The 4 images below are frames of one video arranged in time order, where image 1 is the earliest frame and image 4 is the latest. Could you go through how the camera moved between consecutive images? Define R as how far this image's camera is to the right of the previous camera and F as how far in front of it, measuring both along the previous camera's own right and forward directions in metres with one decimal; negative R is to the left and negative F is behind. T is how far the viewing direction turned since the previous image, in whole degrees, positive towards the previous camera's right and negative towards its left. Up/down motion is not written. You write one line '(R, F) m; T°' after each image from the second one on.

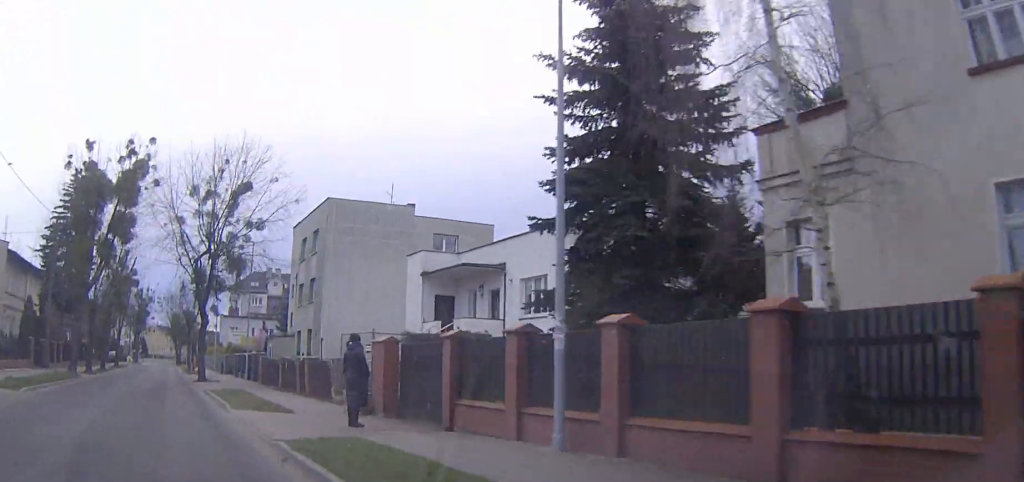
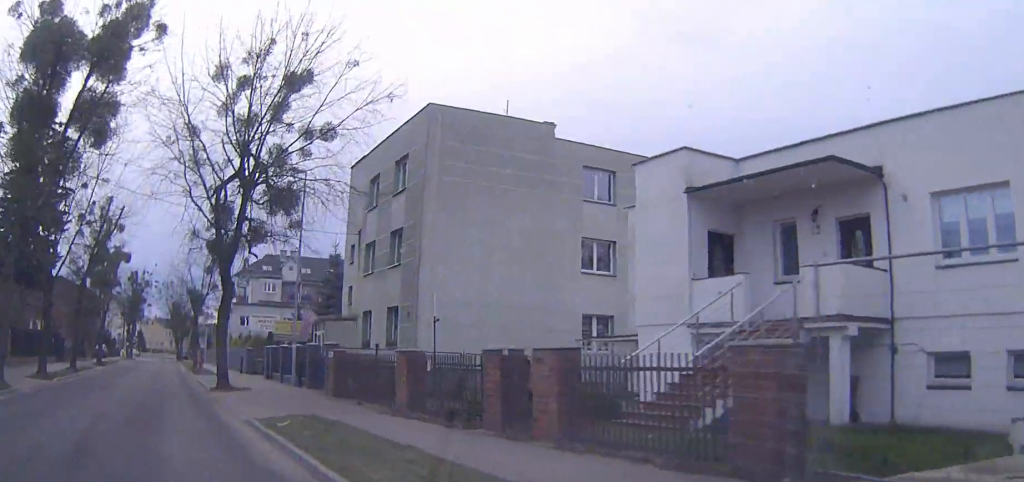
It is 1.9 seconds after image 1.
(+0.1, +16.8) m; 0°
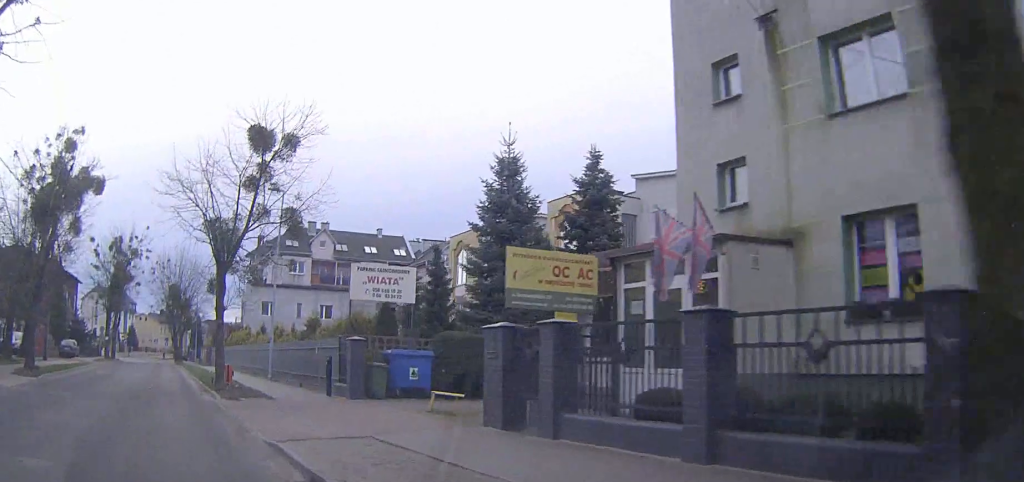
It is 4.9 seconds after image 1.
(-0.1, +25.9) m; -1°
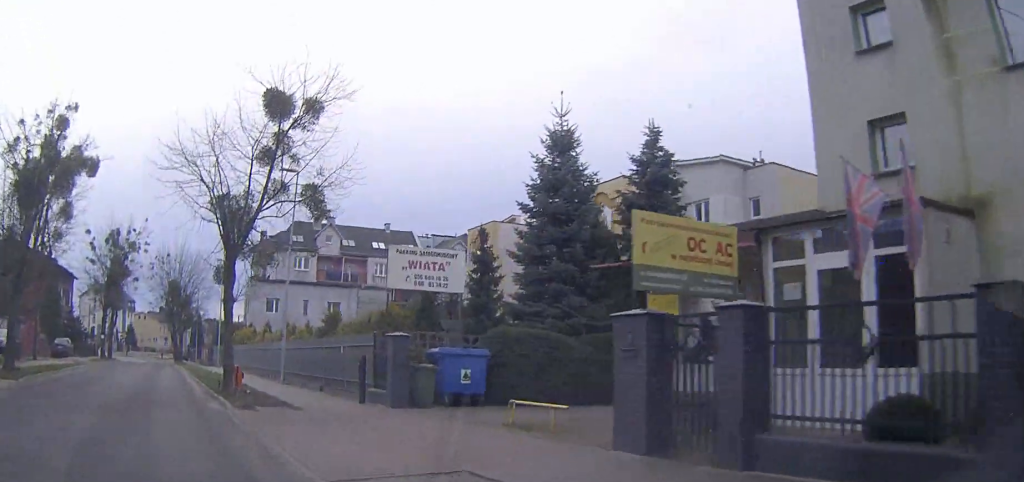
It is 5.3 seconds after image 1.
(0.0, +3.5) m; 0°
